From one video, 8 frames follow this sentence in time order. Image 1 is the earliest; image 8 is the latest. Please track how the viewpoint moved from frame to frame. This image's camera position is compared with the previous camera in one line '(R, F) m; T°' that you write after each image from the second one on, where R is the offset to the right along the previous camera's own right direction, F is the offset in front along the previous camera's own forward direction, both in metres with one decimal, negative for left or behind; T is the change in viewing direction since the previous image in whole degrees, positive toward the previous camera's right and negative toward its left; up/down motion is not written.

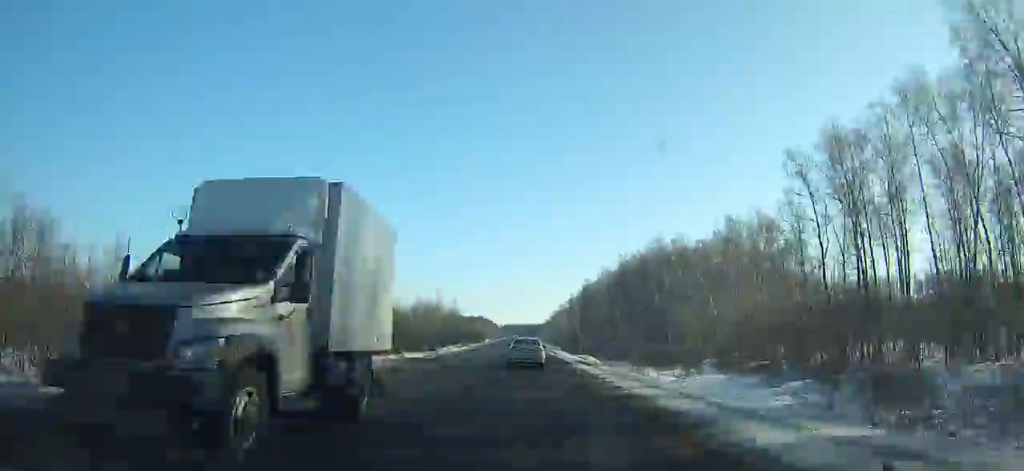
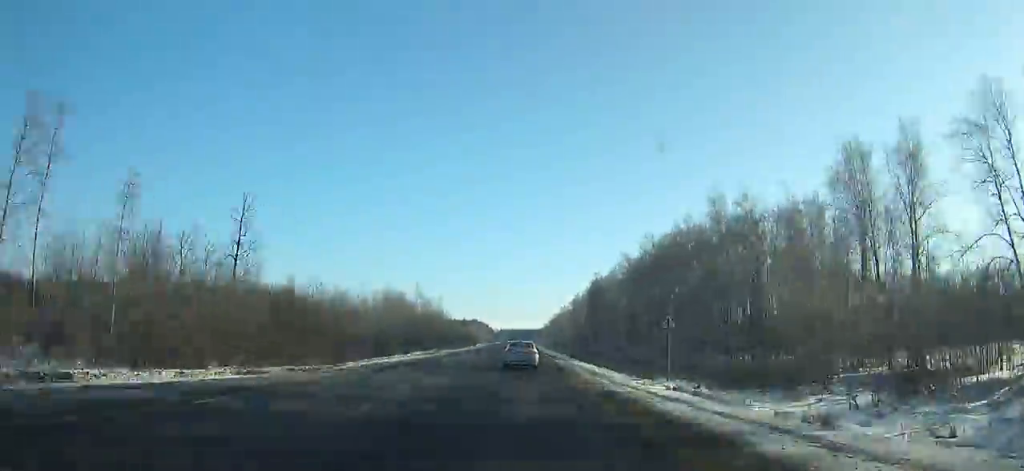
(+0.2, +39.9) m; 0°
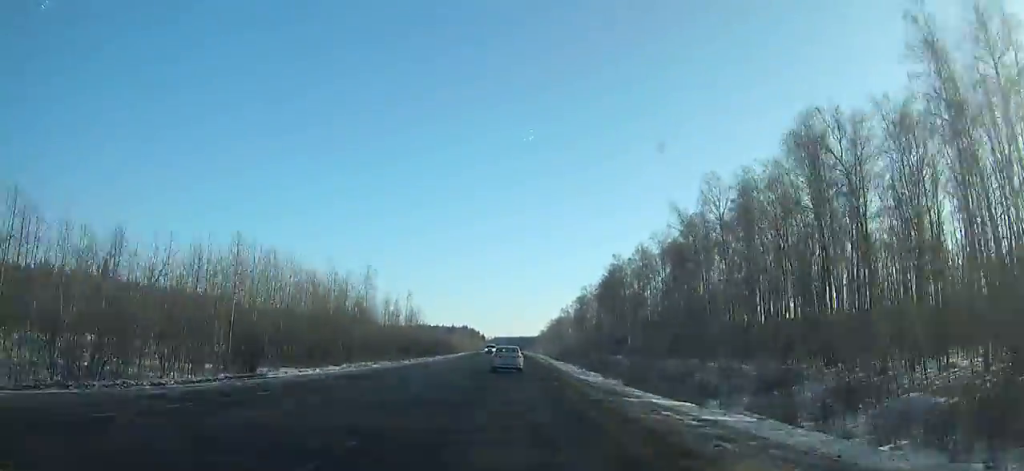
(+0.1, +54.4) m; 0°
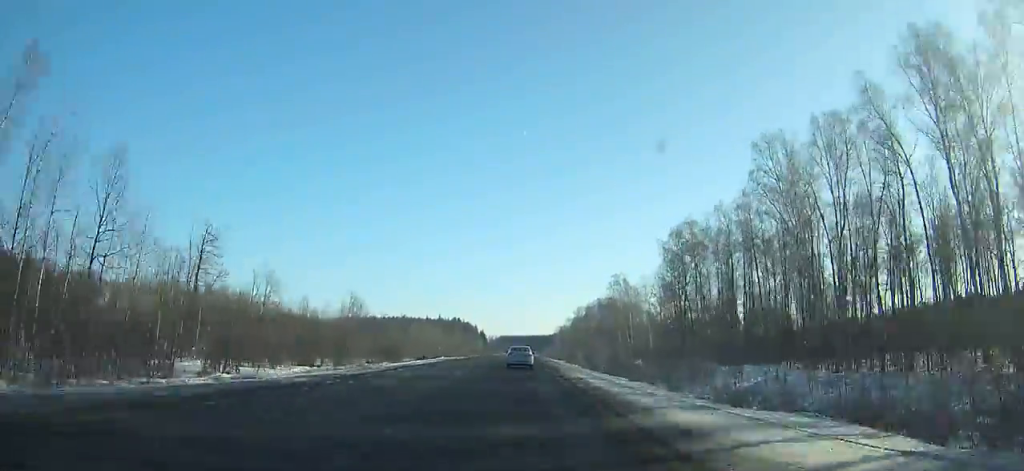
(-0.1, +151.0) m; 0°
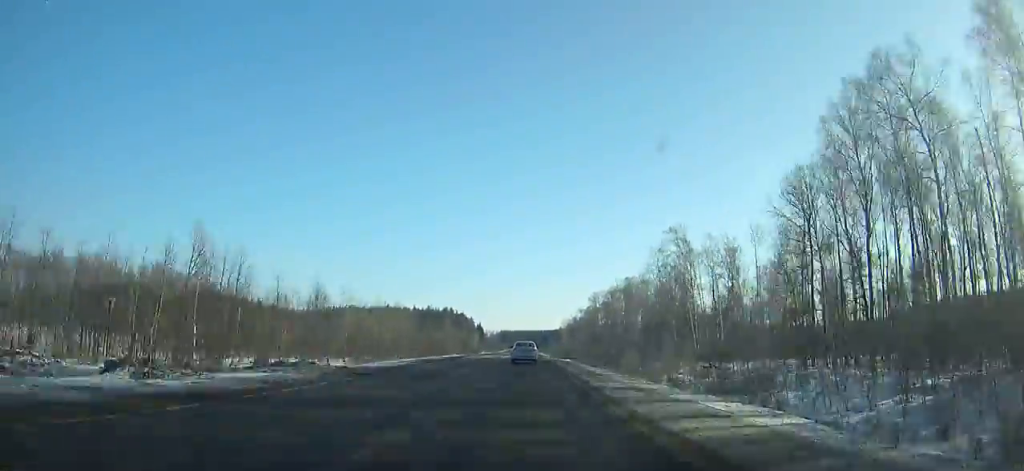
(0.0, +59.9) m; 0°
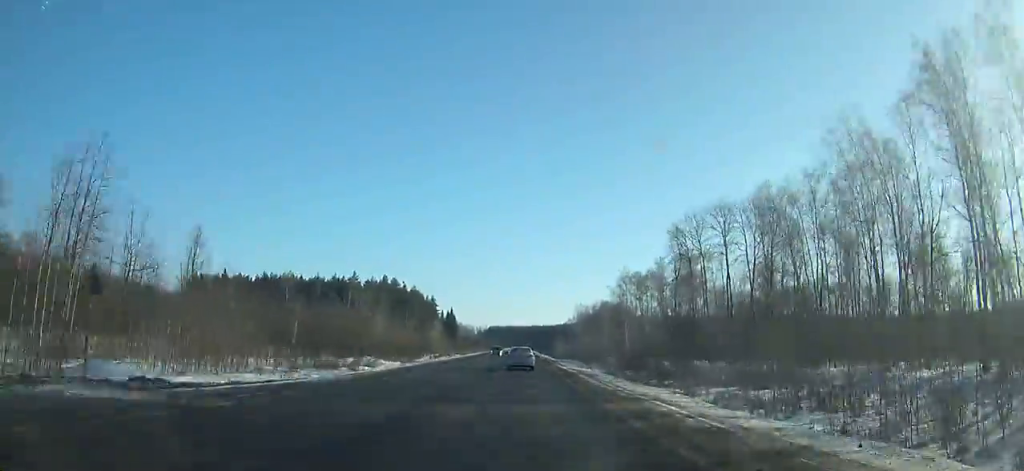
(+0.2, +146.4) m; 0°
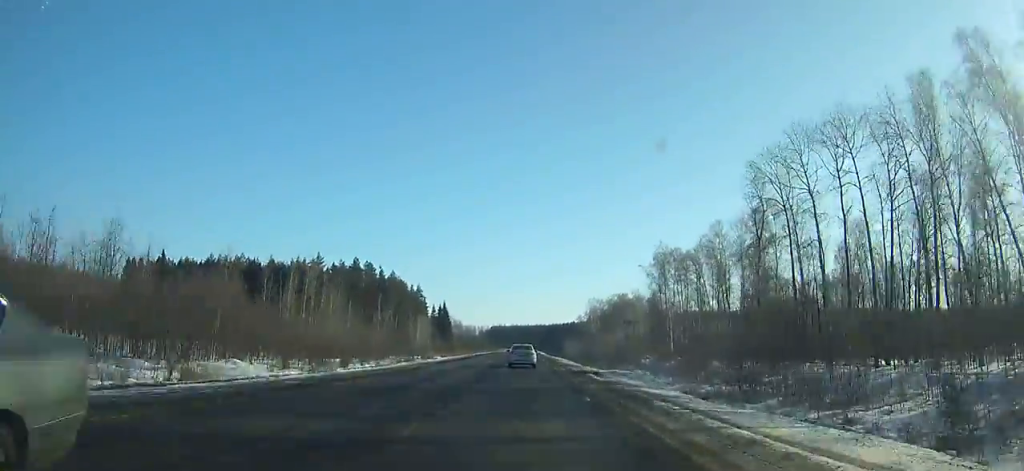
(0.0, +40.1) m; 0°
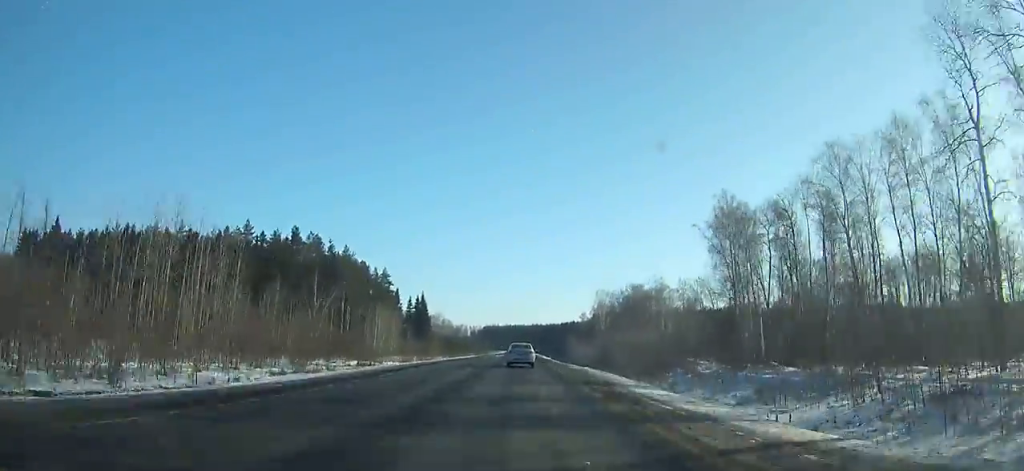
(0.0, +42.4) m; 0°
